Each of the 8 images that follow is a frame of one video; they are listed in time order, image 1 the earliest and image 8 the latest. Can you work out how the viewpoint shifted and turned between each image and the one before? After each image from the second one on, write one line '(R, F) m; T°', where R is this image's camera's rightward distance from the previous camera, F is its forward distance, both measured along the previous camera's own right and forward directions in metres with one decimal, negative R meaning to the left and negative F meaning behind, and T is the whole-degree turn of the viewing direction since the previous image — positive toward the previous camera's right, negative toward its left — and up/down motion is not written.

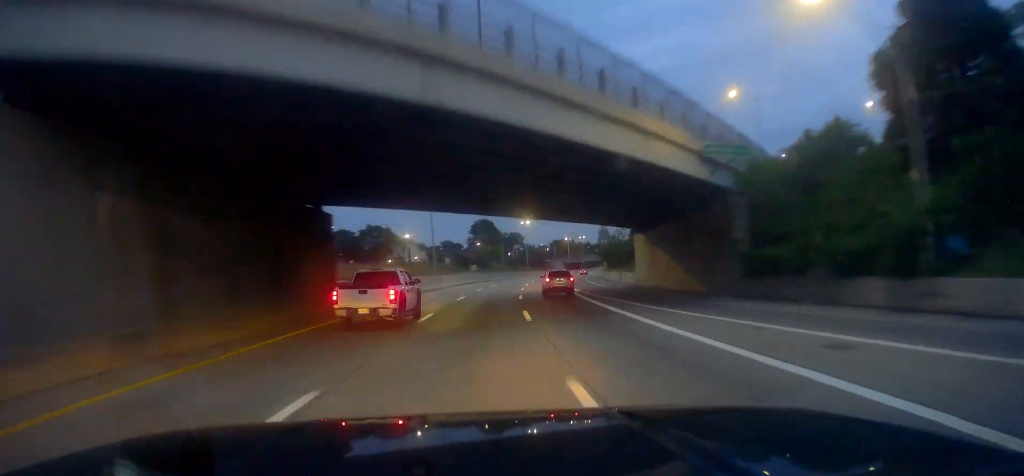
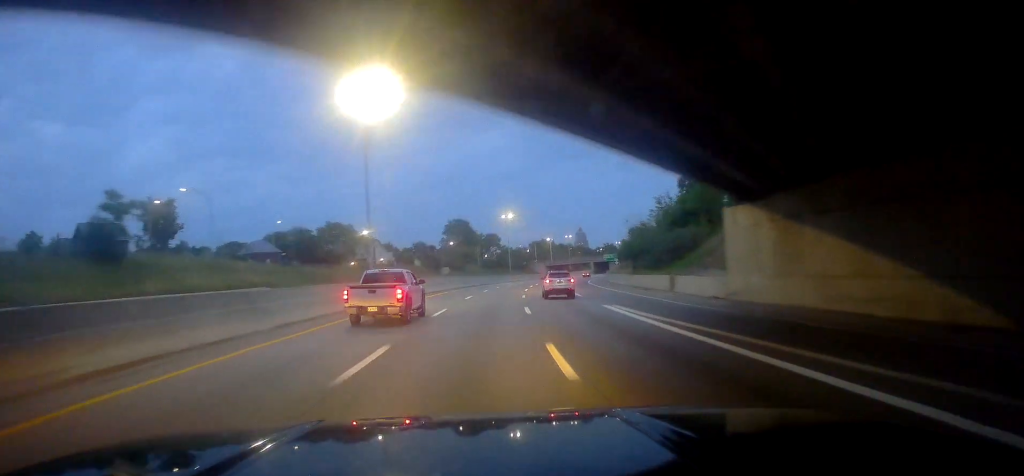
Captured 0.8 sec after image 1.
(+0.4, +24.8) m; +2°
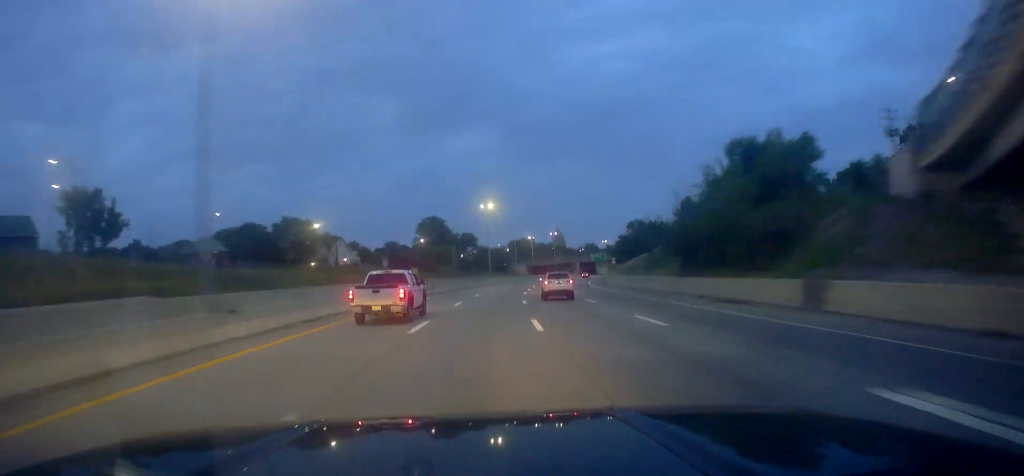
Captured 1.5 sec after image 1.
(+0.2, +21.0) m; +2°
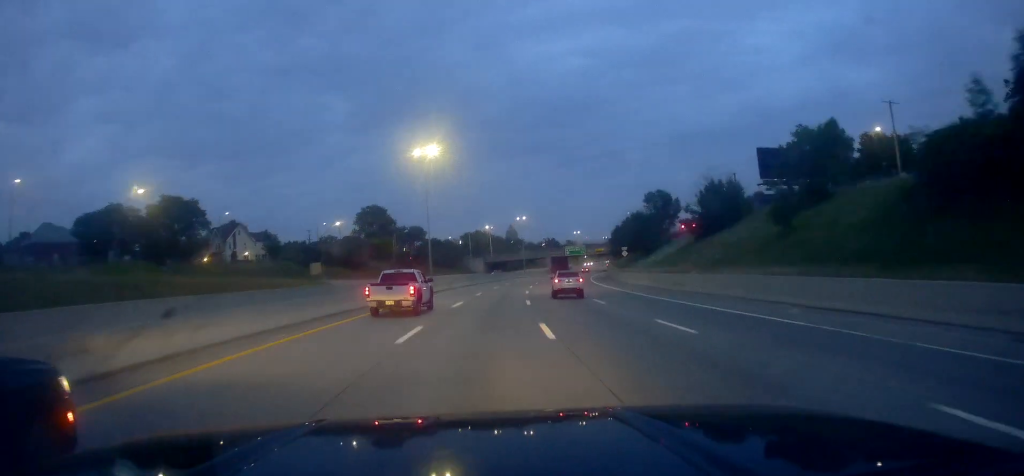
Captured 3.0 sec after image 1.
(+2.2, +45.2) m; +6°
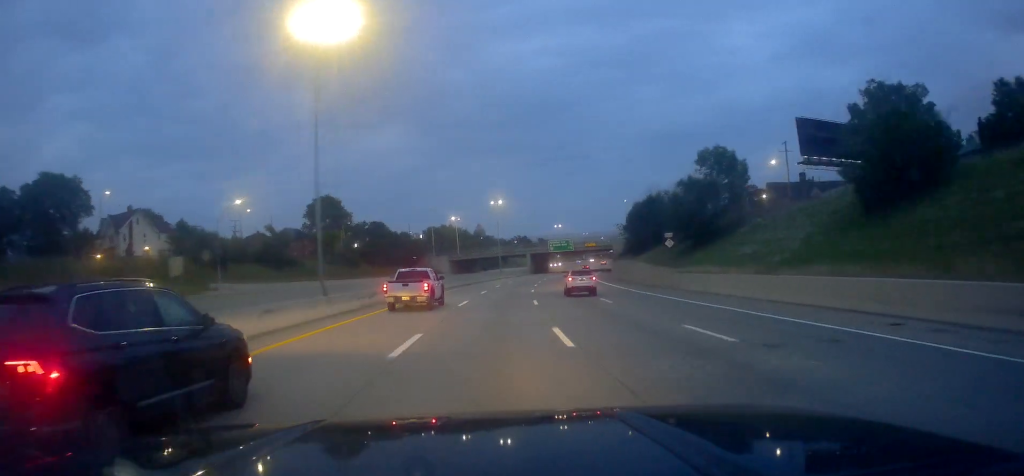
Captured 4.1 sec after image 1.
(+1.5, +31.8) m; +4°
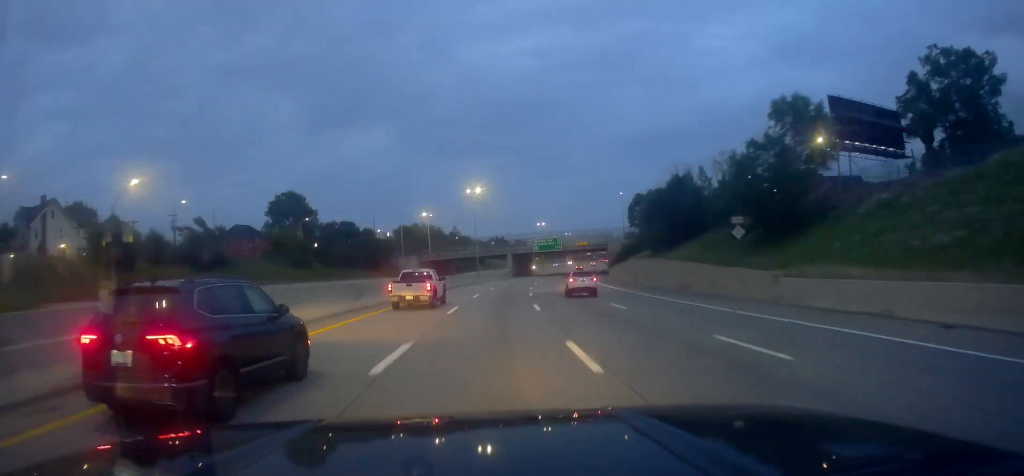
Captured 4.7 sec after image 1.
(+0.3, +18.9) m; +2°
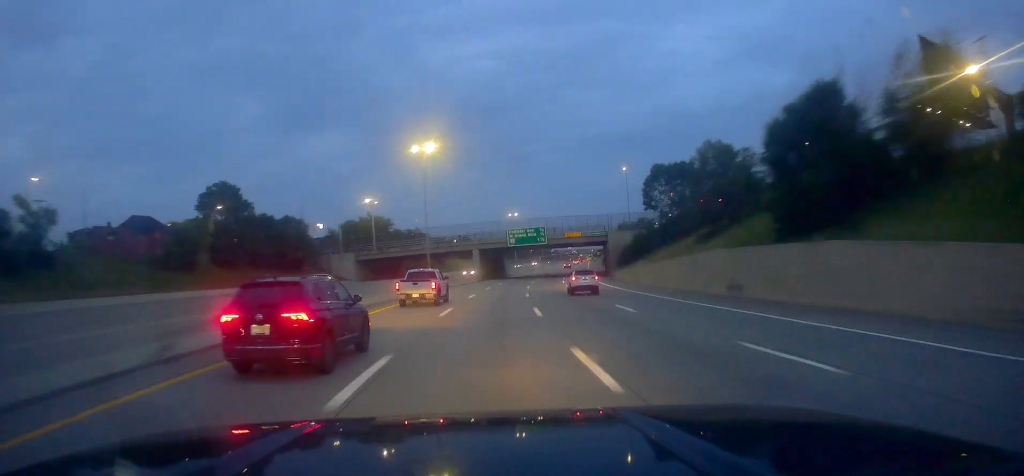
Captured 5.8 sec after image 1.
(+0.7, +31.7) m; +4°
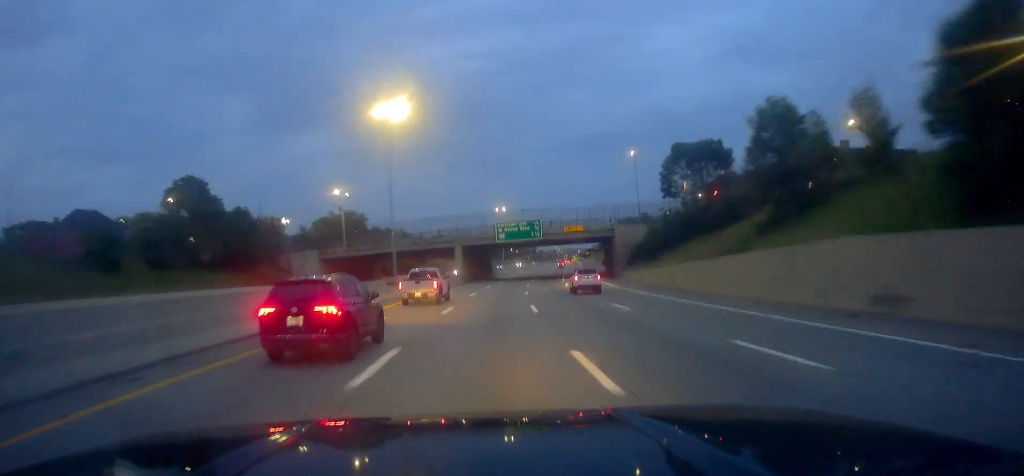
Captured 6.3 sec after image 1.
(+0.3, +13.9) m; +2°
